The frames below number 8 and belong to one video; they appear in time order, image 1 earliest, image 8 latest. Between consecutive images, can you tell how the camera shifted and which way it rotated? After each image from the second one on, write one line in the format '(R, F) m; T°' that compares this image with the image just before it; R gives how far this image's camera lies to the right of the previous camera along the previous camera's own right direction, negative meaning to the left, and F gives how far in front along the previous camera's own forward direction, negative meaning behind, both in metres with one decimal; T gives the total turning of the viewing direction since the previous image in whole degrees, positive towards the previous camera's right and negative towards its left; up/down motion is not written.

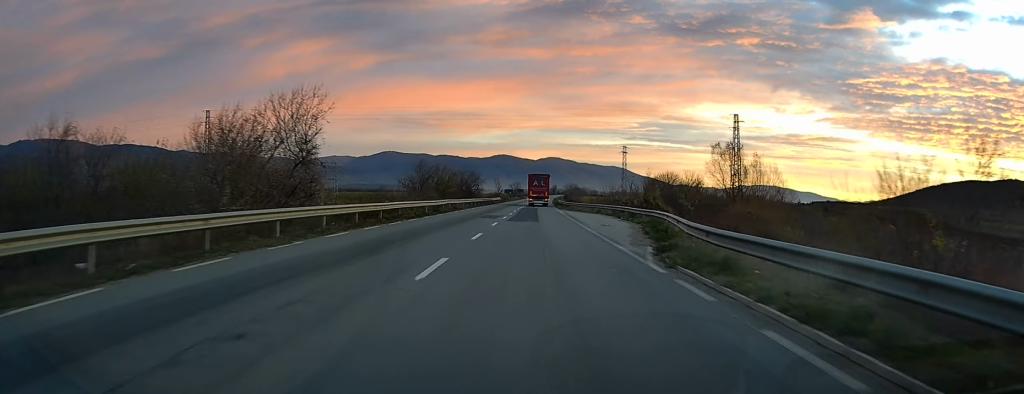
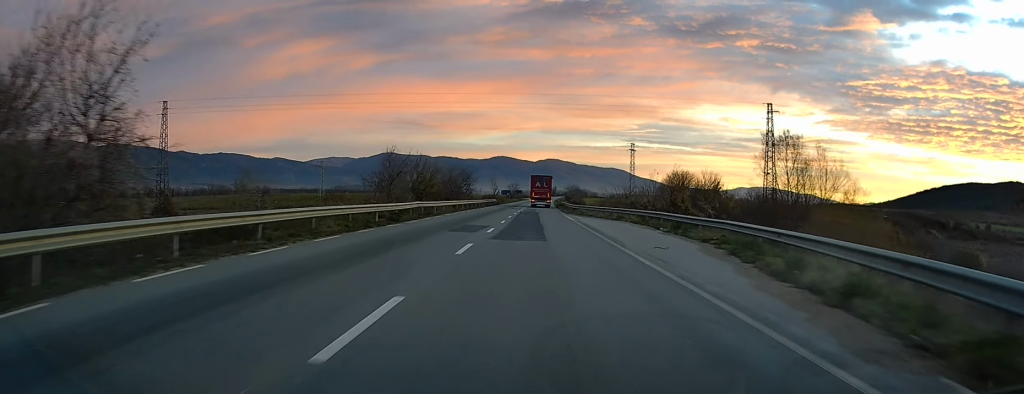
(-0.1, +13.4) m; 0°
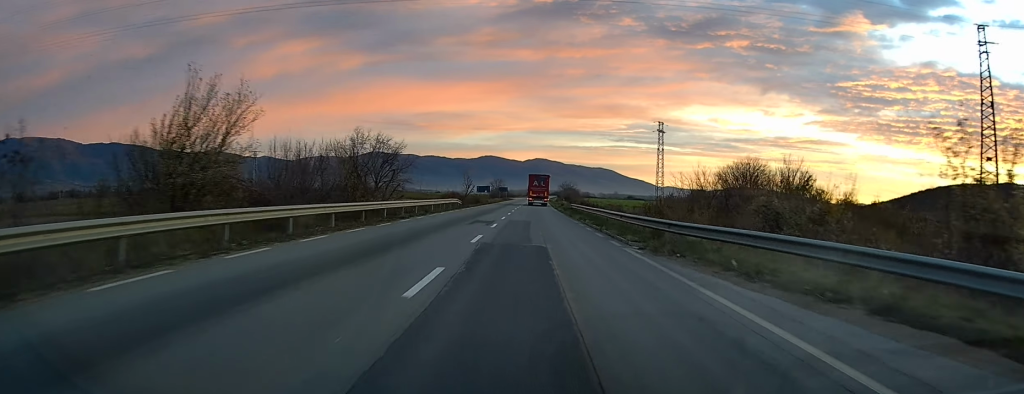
(+0.5, +41.9) m; +1°
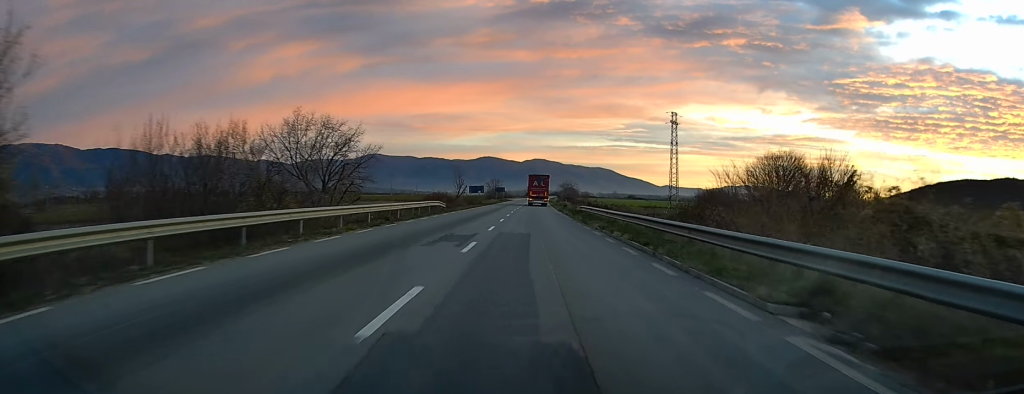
(-0.1, +11.1) m; 0°
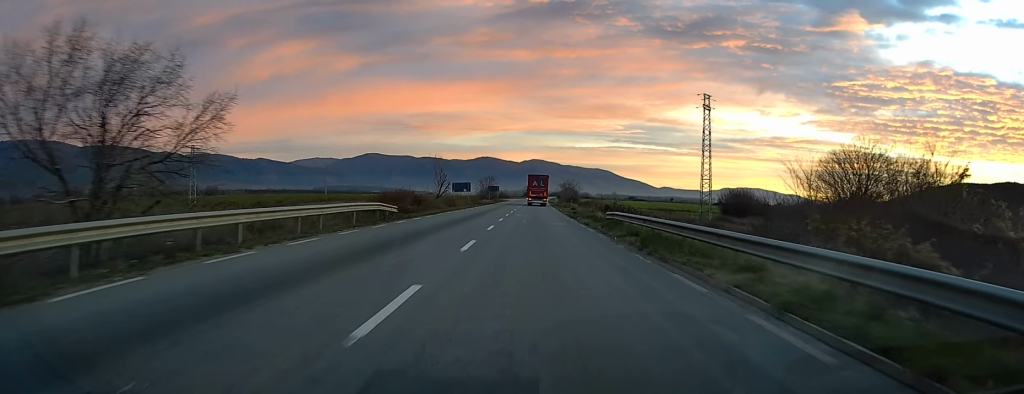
(0.0, +18.1) m; 0°
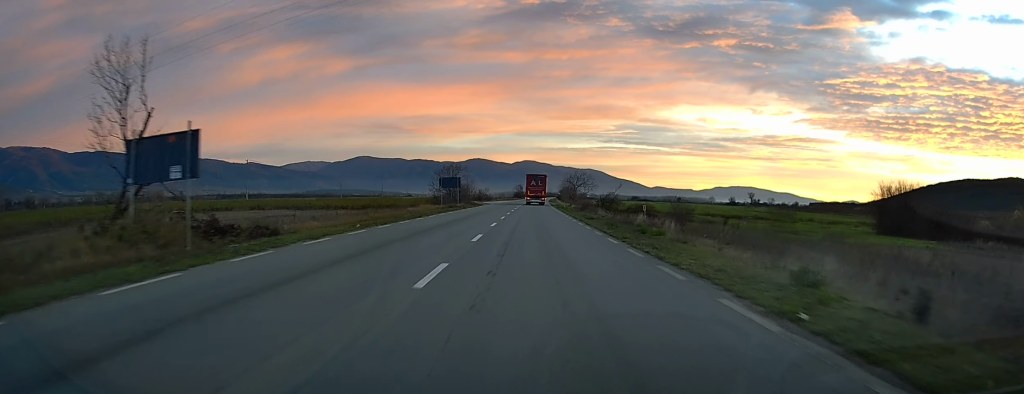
(+0.2, +59.8) m; 0°
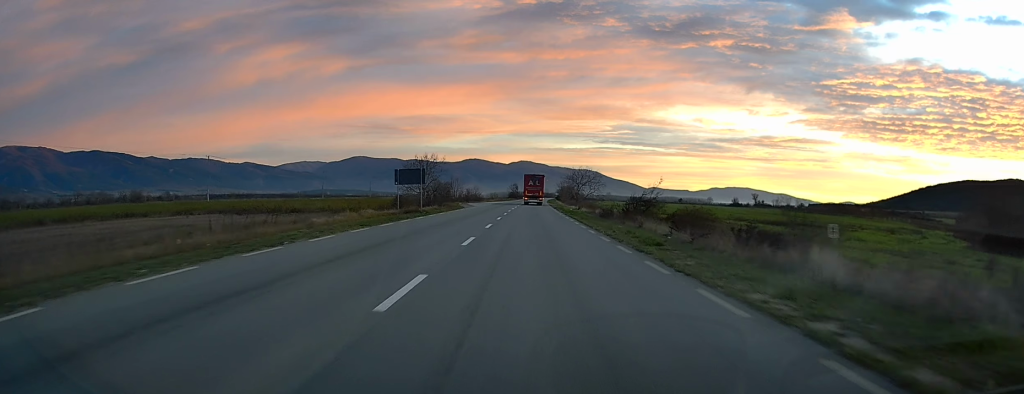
(+0.3, +19.6) m; +1°
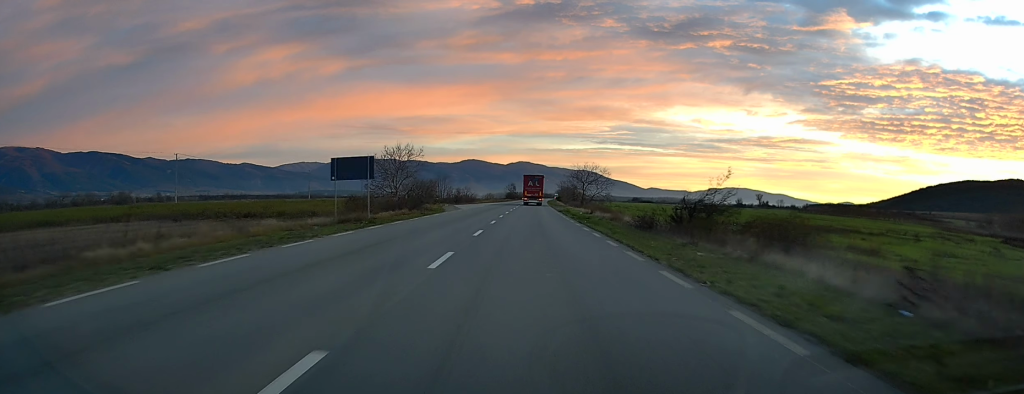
(+0.1, +14.0) m; 0°
